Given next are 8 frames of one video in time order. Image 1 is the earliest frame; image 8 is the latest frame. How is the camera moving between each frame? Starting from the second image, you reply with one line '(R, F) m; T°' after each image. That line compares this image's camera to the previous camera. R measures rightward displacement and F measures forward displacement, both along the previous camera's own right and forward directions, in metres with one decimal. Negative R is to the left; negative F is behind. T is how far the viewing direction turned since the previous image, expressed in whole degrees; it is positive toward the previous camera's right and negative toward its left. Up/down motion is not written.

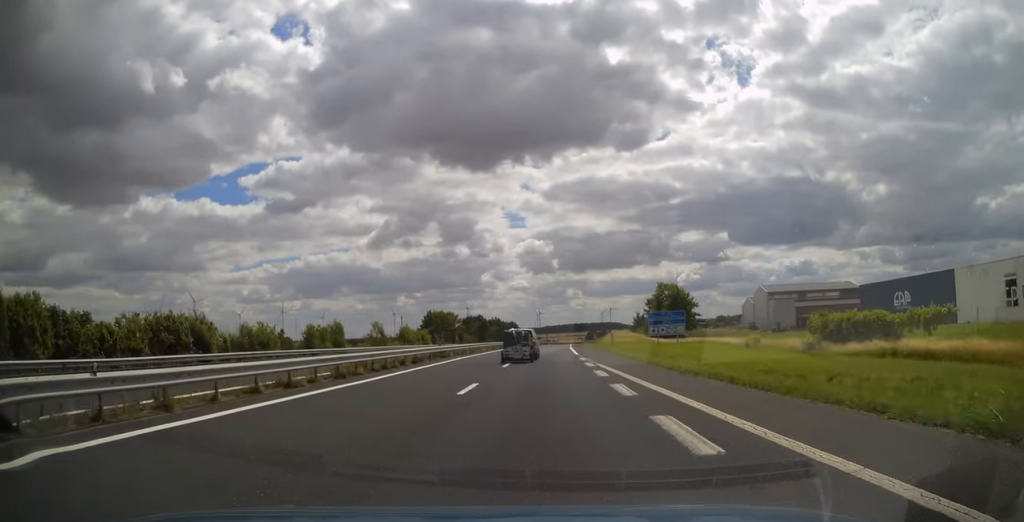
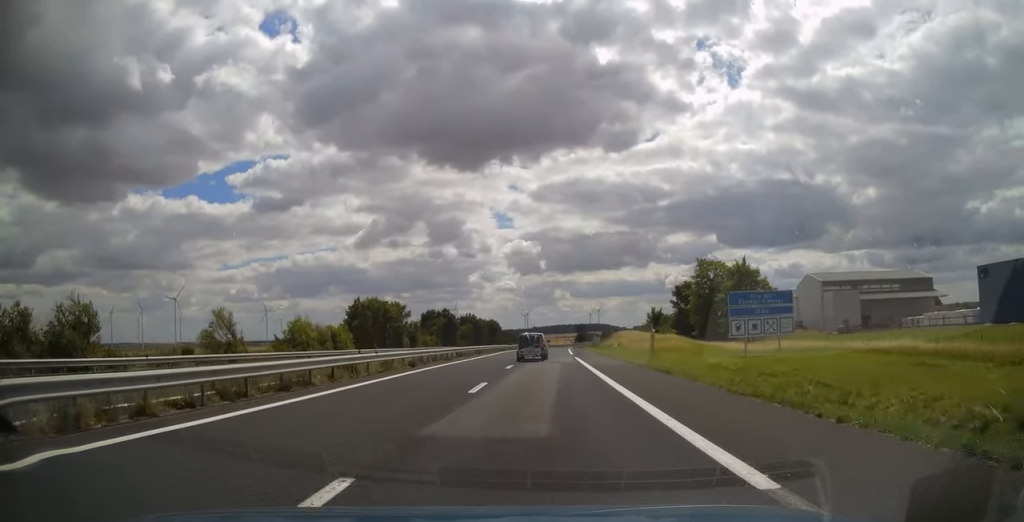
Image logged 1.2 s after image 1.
(+0.2, +36.0) m; +1°
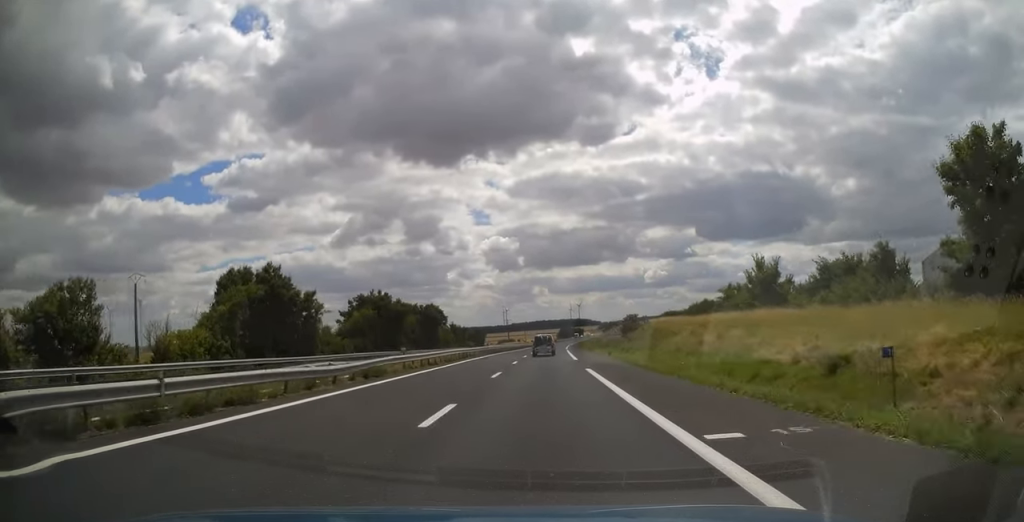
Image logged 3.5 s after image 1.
(+1.3, +67.2) m; +2°
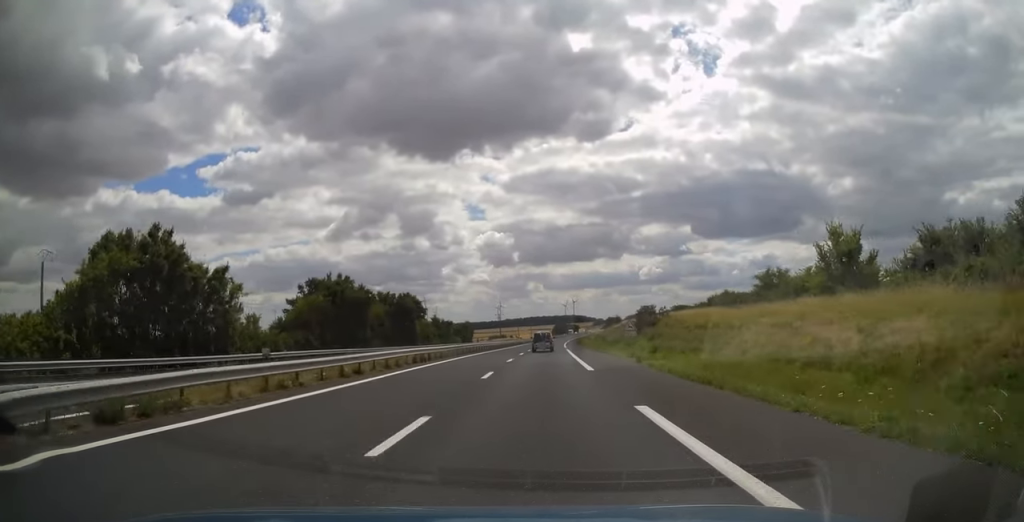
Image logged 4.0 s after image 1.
(0.0, +14.9) m; 0°
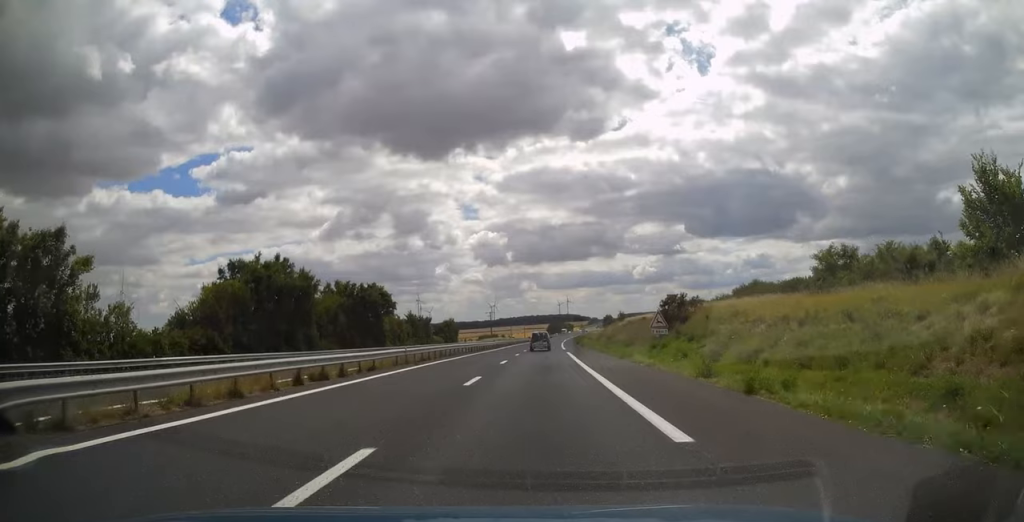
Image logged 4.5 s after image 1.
(0.0, +15.4) m; 0°
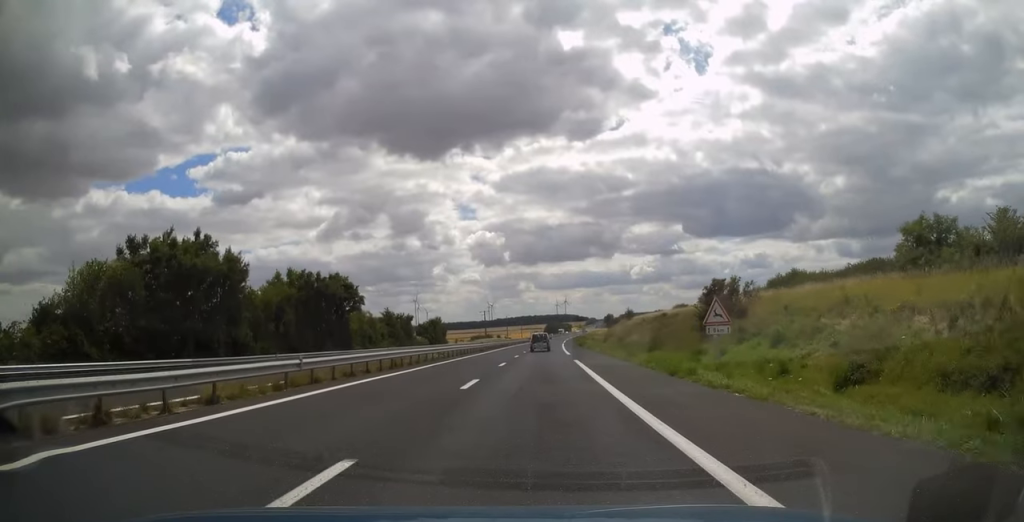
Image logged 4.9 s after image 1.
(+0.1, +12.9) m; +1°
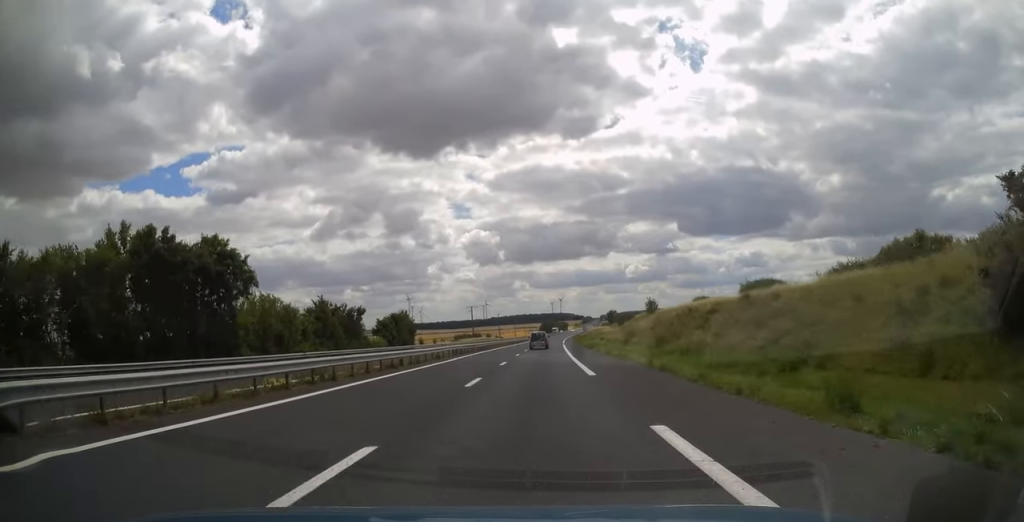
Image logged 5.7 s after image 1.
(+0.1, +23.9) m; +1°
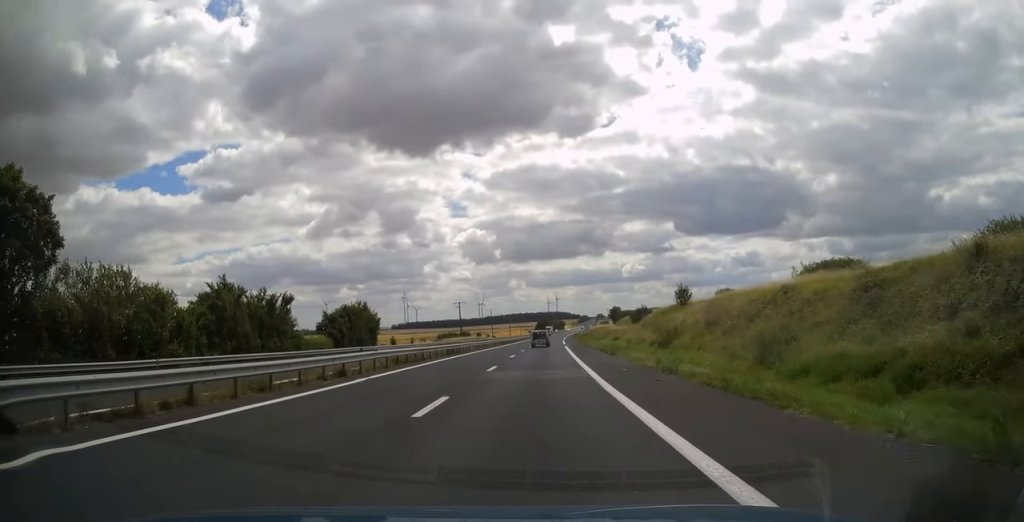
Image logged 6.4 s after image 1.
(+0.2, +18.9) m; +1°
